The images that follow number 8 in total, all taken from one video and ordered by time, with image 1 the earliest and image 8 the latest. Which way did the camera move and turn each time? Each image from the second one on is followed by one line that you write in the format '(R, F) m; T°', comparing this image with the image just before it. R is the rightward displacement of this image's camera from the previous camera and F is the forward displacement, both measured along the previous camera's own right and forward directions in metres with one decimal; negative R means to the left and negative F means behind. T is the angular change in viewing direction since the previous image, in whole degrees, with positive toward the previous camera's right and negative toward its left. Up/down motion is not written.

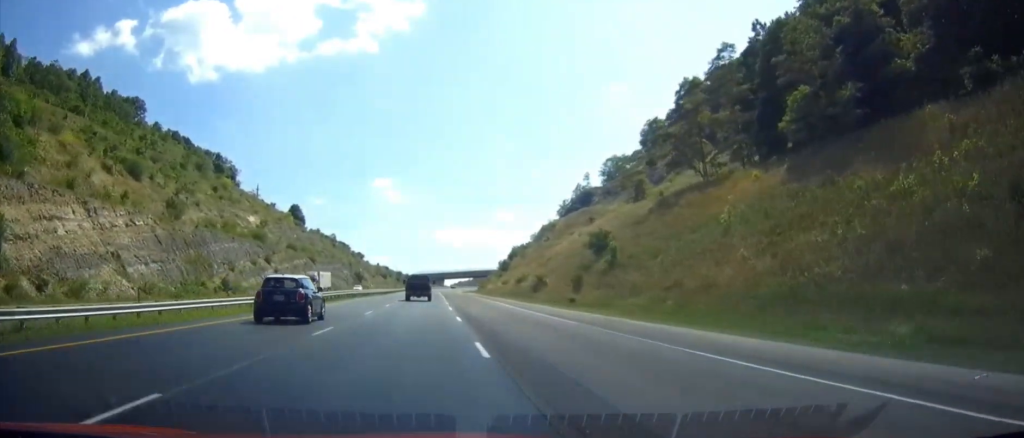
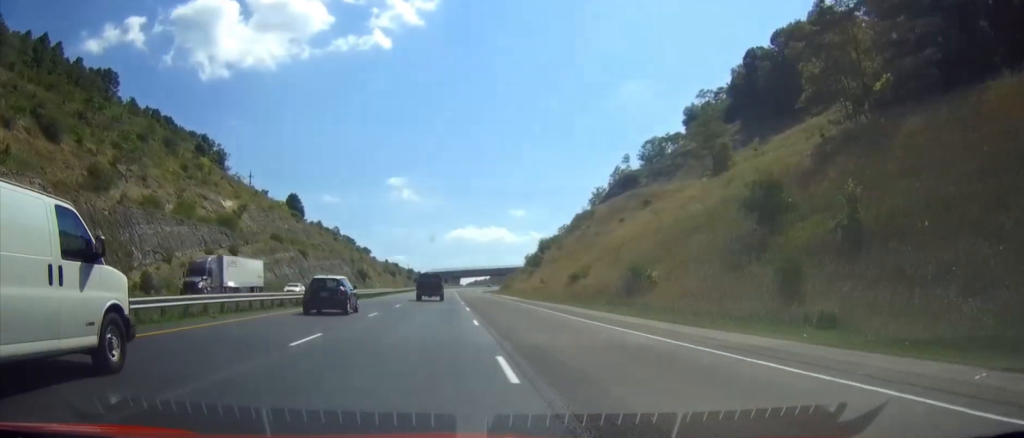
(-0.4, +39.1) m; -1°
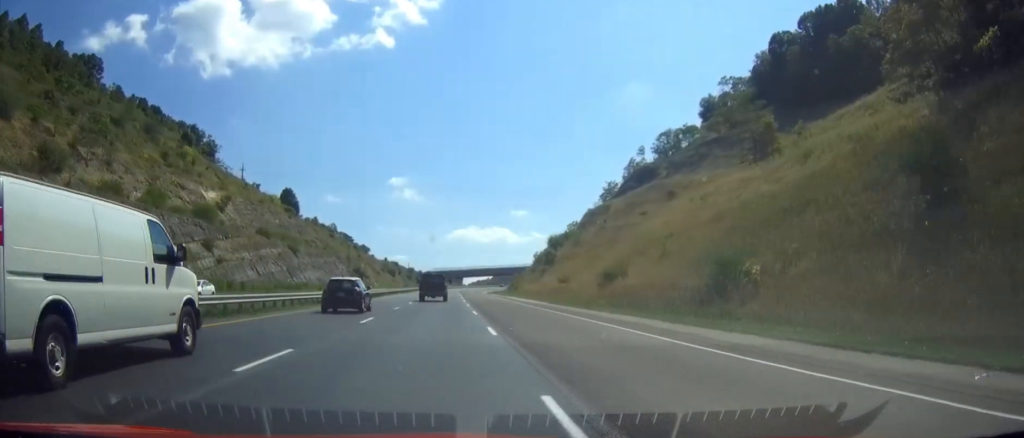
(0.0, +15.9) m; 0°
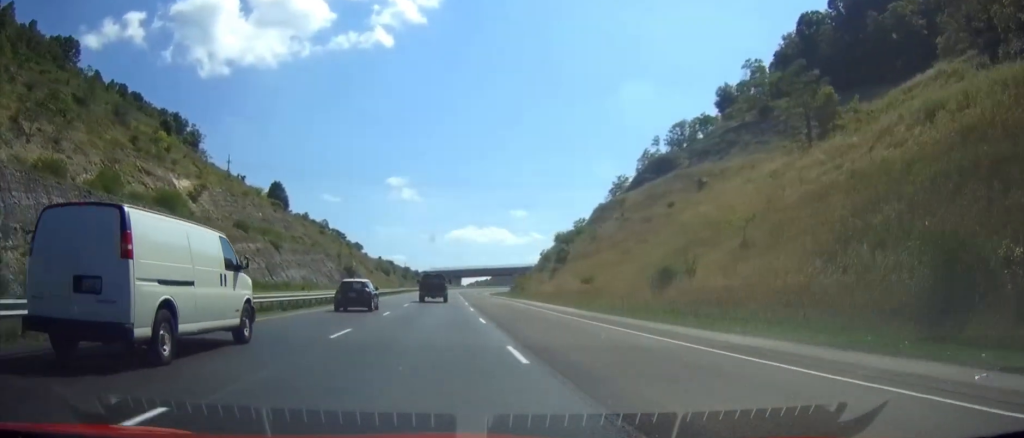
(0.0, +17.8) m; 0°
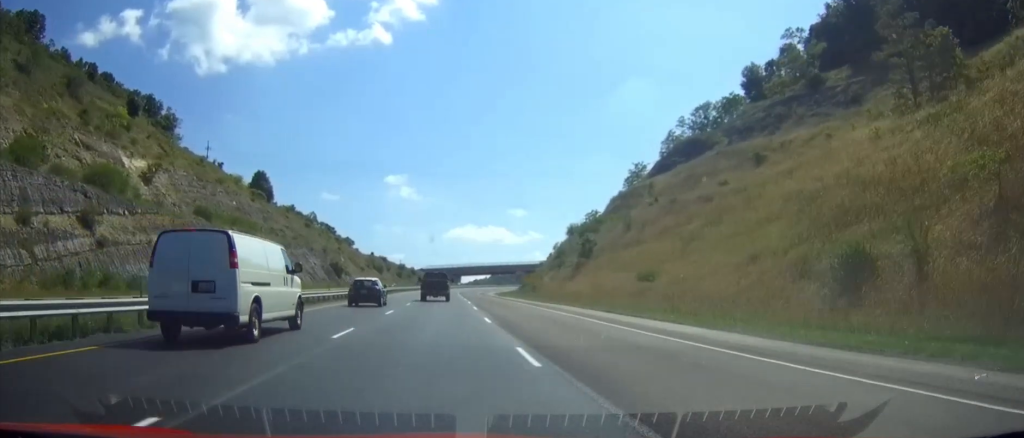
(+0.1, +24.5) m; 0°
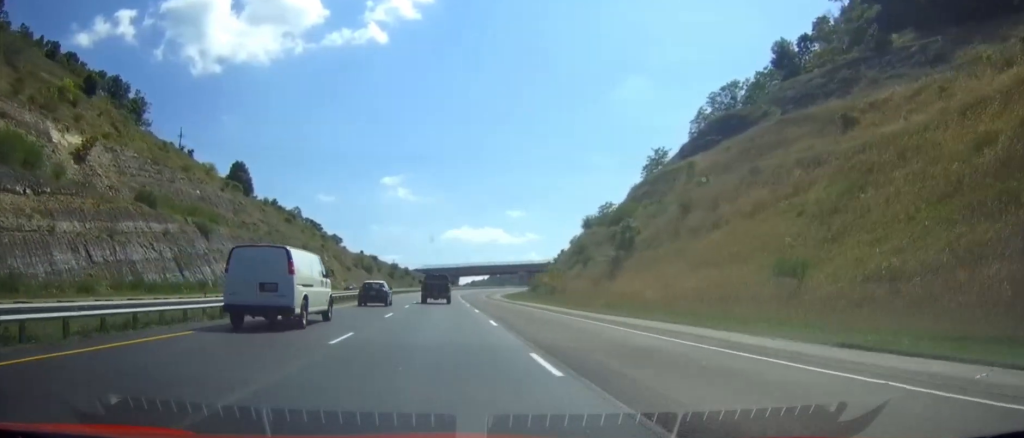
(0.0, +25.2) m; 0°
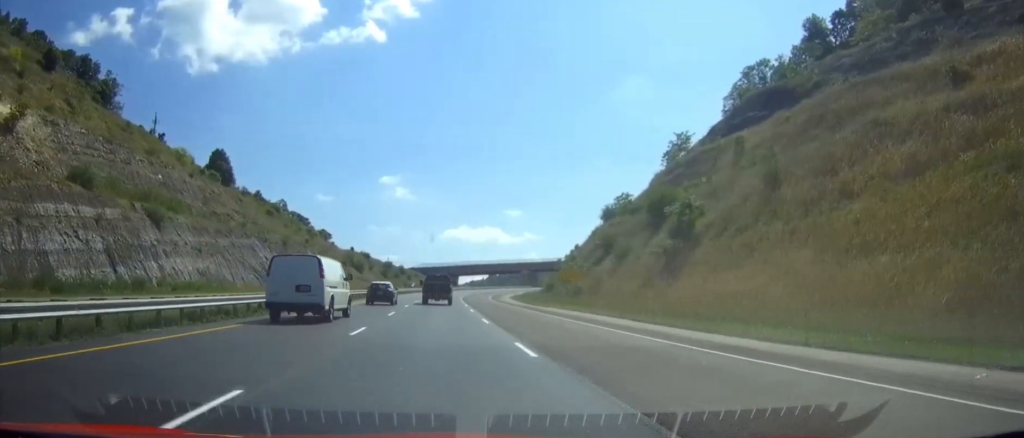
(0.0, +21.3) m; 0°
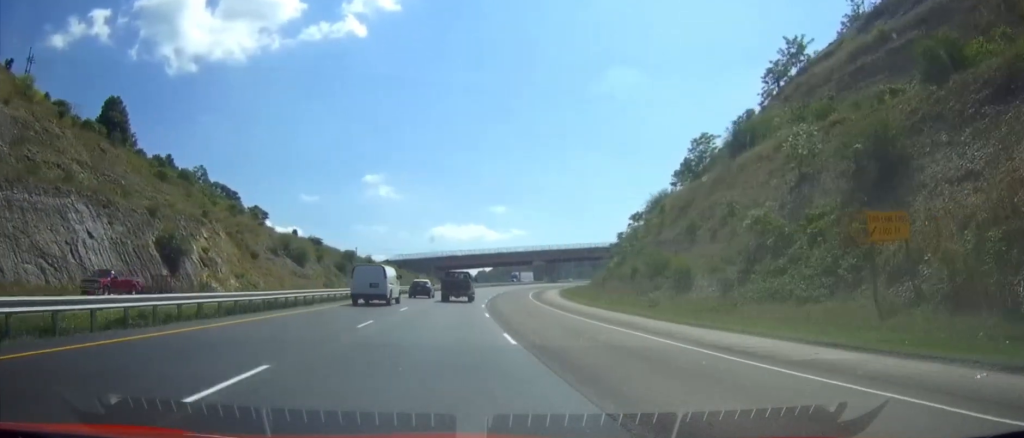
(+0.3, +70.2) m; +1°
